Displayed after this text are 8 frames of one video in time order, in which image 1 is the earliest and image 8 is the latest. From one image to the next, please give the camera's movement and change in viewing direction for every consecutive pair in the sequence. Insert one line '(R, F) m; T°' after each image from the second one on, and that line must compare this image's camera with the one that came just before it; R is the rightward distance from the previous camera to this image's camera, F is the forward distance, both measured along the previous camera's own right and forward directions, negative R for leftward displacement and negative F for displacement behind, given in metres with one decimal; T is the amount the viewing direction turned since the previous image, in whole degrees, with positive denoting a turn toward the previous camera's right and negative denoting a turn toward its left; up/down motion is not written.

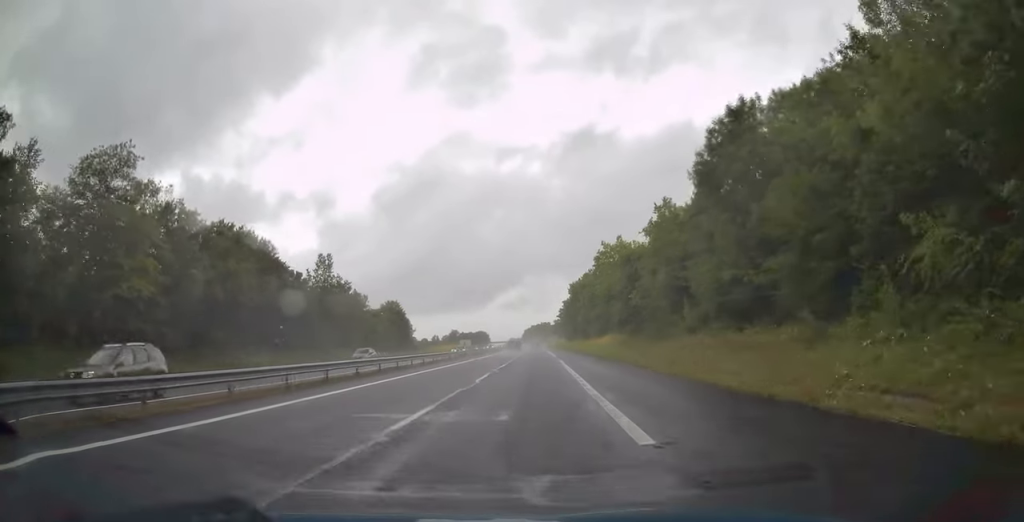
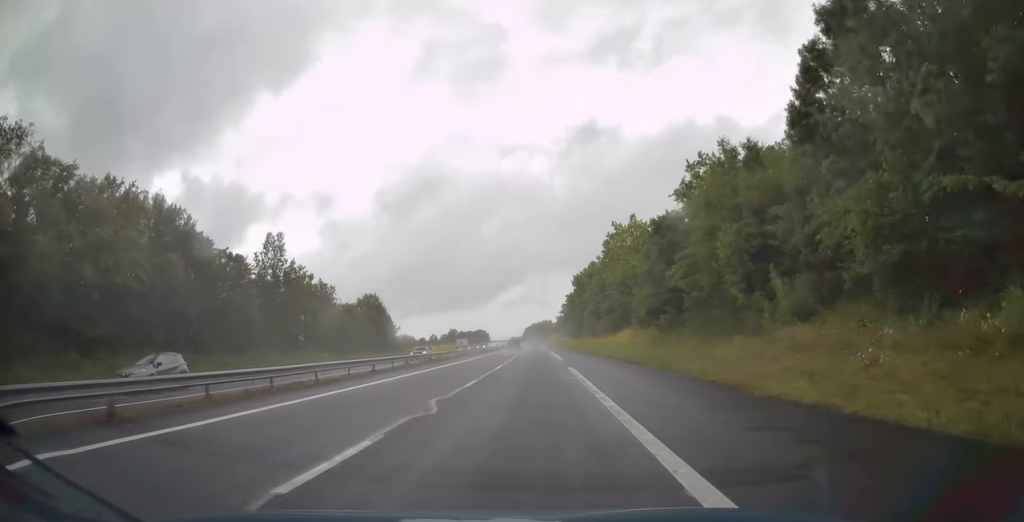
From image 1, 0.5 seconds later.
(-0.1, +17.1) m; 0°
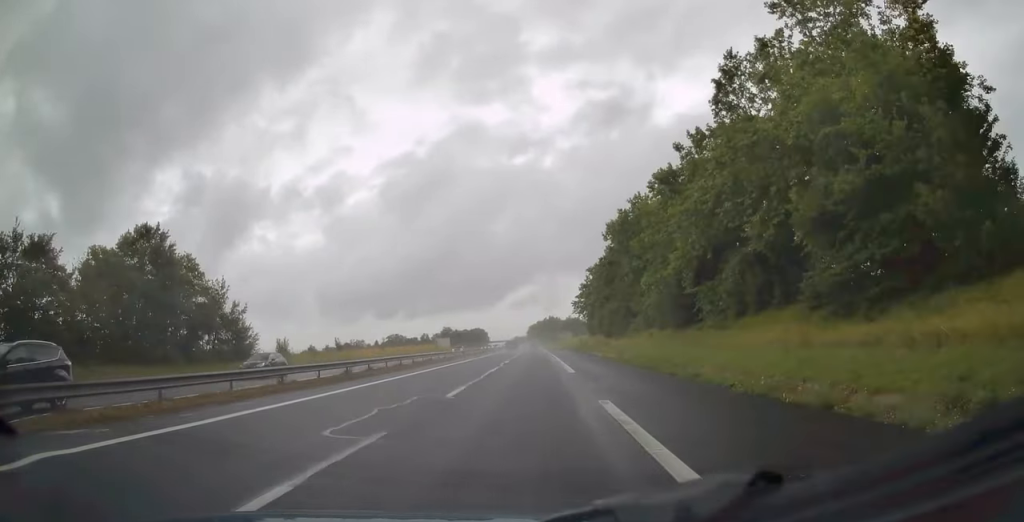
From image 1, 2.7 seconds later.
(-0.1, +68.7) m; 0°
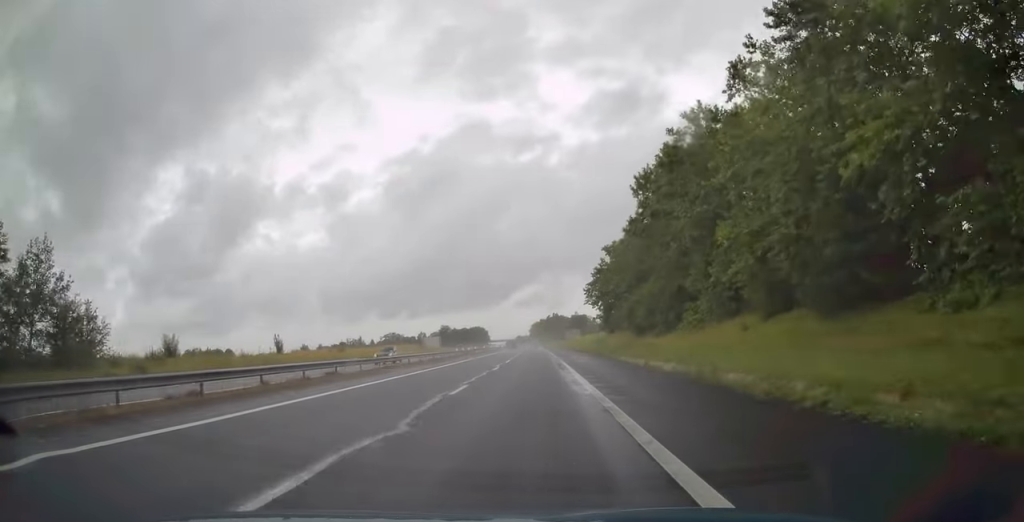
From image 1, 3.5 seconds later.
(-0.1, +25.8) m; -1°
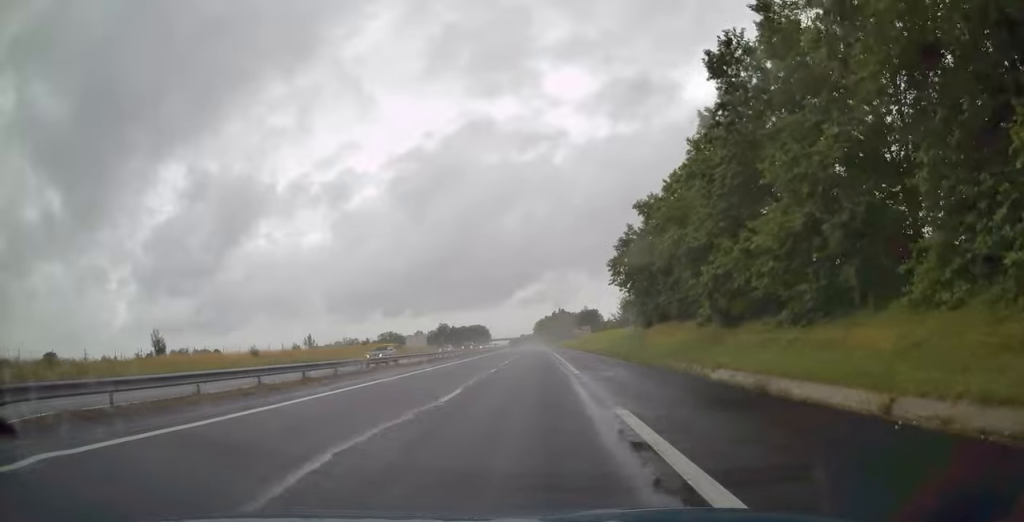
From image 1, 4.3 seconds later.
(-0.2, +28.4) m; 0°
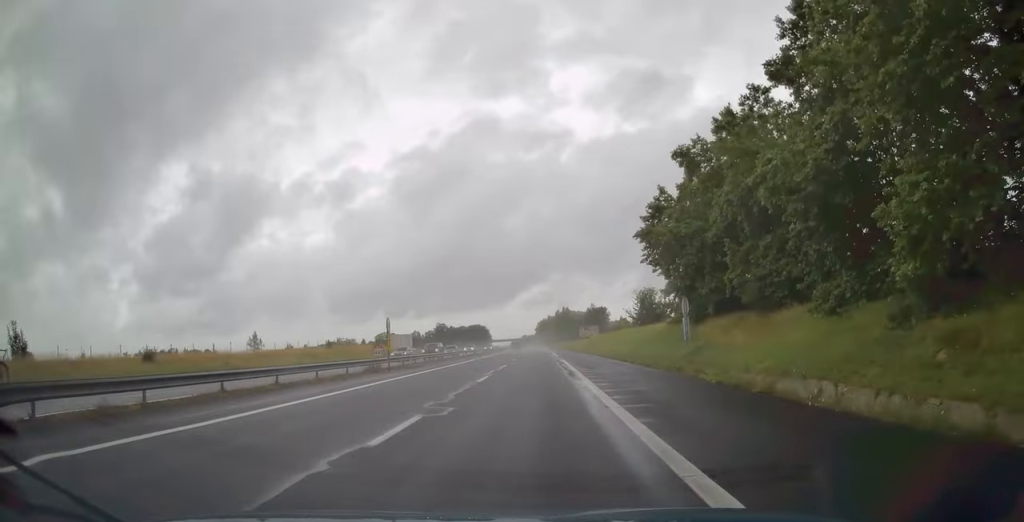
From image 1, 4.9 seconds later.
(-0.1, +18.7) m; 0°
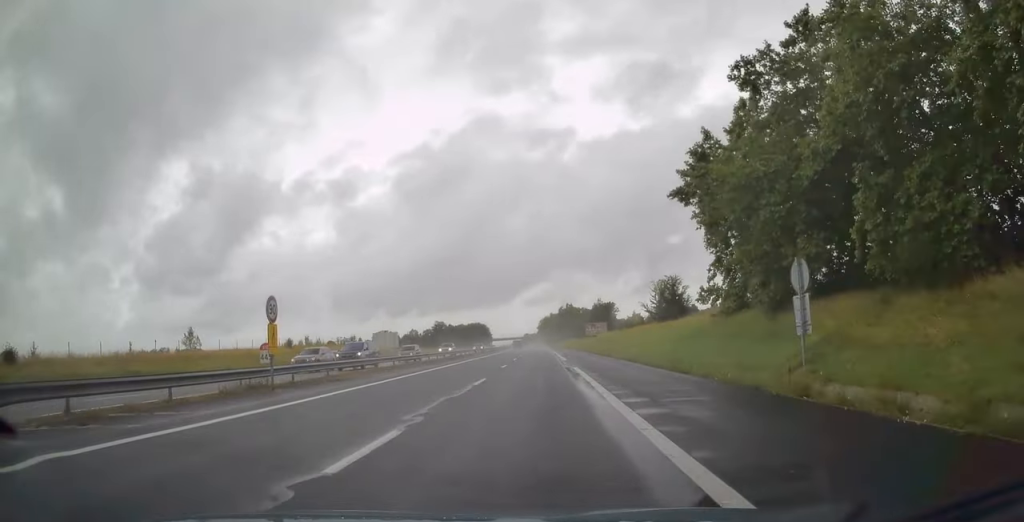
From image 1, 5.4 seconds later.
(0.0, +15.0) m; 0°
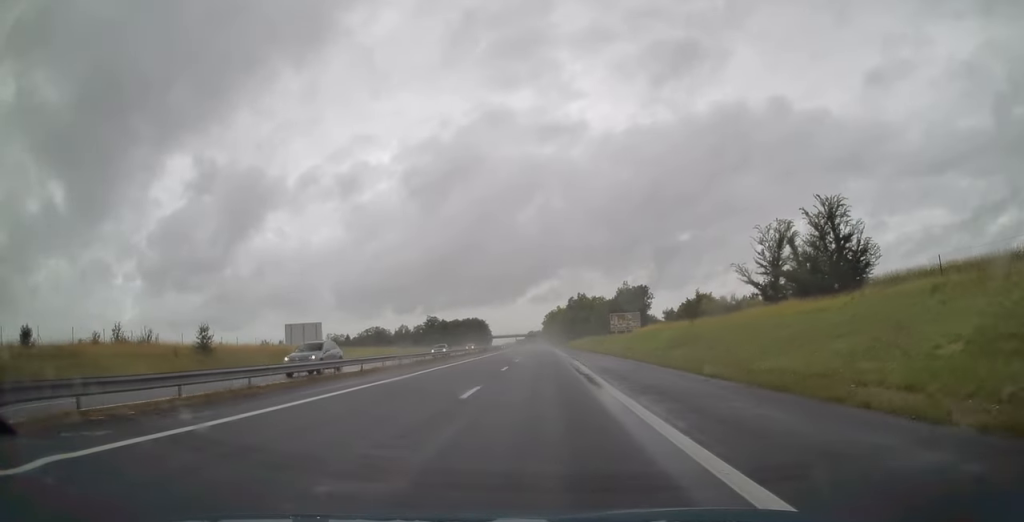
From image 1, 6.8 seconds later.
(-0.2, +44.0) m; -1°
